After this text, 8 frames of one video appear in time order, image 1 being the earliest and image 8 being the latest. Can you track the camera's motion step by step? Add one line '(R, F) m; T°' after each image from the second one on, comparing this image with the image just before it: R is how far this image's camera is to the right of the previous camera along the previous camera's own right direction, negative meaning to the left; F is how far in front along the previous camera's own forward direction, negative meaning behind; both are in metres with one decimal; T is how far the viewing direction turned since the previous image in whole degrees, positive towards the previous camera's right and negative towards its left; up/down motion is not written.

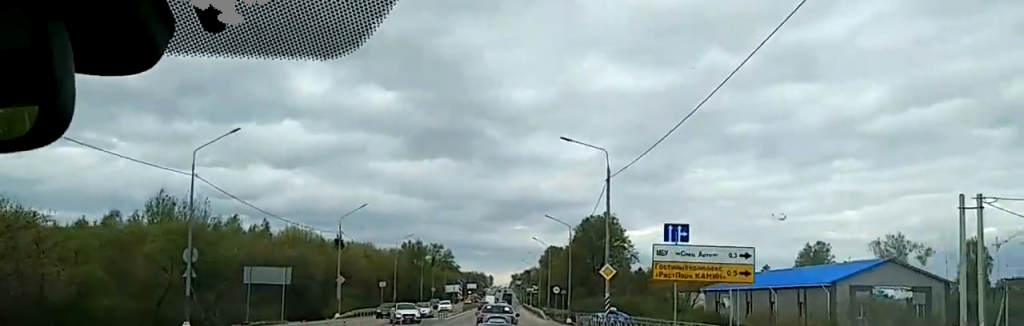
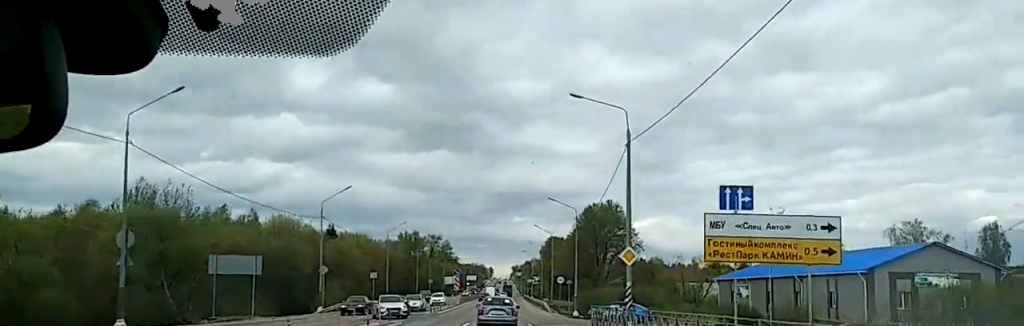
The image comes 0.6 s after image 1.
(-0.1, +7.8) m; 0°
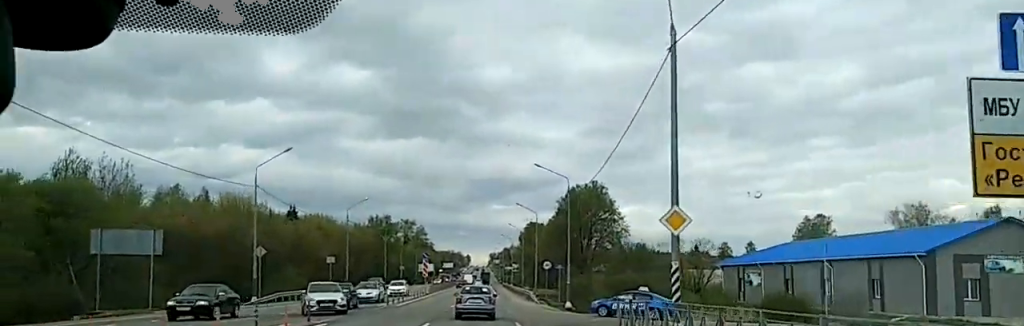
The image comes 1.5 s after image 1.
(0.0, +13.0) m; +1°
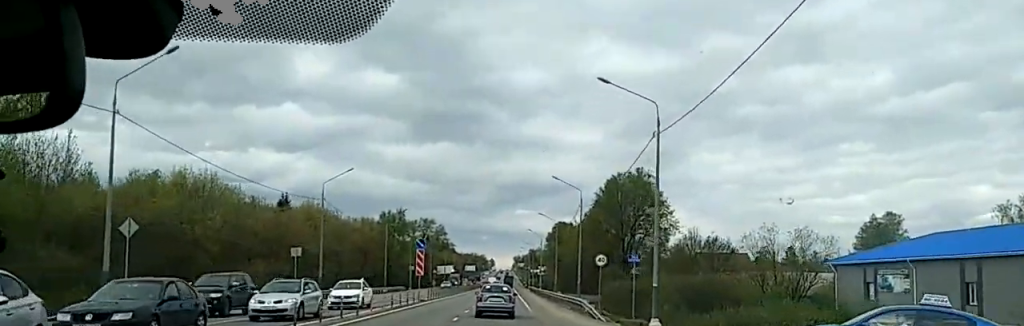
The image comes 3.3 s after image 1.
(+0.9, +25.9) m; +3°
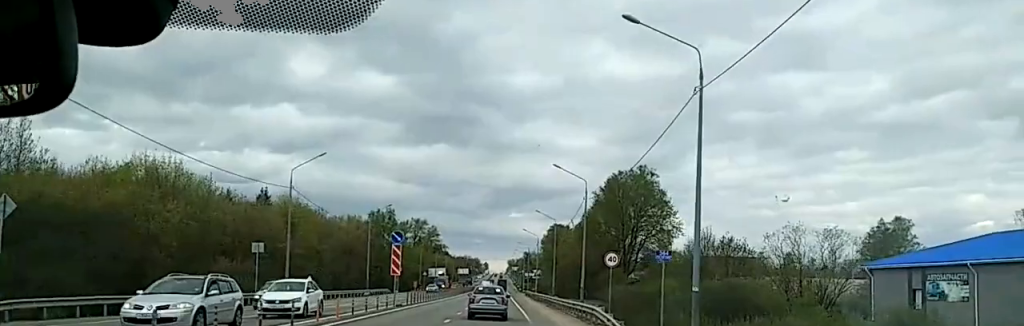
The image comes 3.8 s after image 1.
(0.0, +8.3) m; +1°
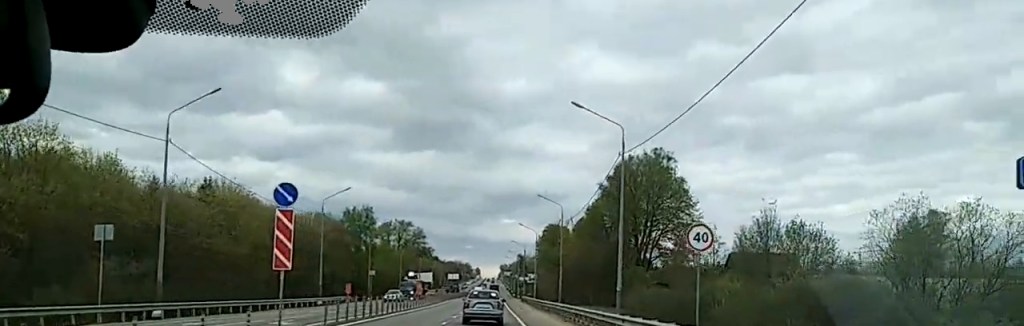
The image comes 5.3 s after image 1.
(+0.6, +22.1) m; +1°
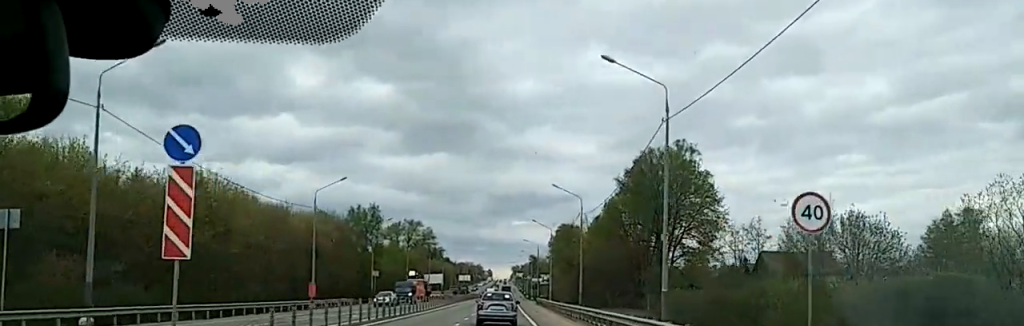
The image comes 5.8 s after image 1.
(-0.1, +7.8) m; -1°
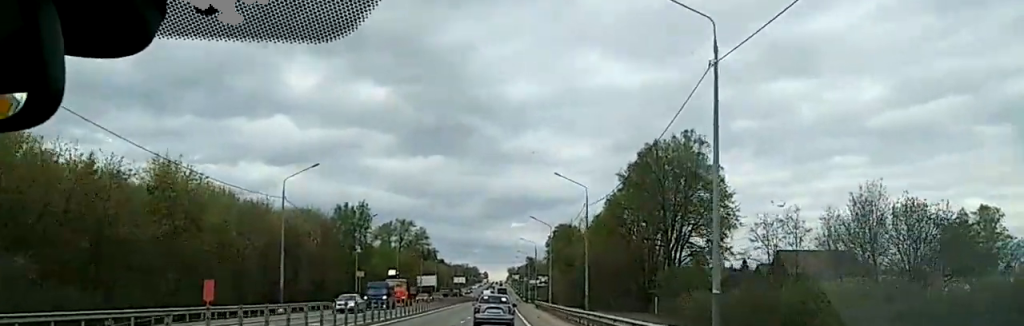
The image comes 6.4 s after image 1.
(-0.2, +8.4) m; -1°
